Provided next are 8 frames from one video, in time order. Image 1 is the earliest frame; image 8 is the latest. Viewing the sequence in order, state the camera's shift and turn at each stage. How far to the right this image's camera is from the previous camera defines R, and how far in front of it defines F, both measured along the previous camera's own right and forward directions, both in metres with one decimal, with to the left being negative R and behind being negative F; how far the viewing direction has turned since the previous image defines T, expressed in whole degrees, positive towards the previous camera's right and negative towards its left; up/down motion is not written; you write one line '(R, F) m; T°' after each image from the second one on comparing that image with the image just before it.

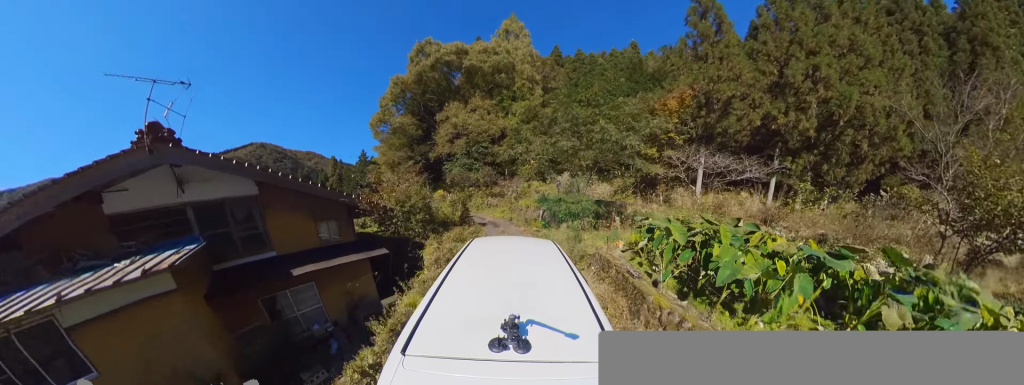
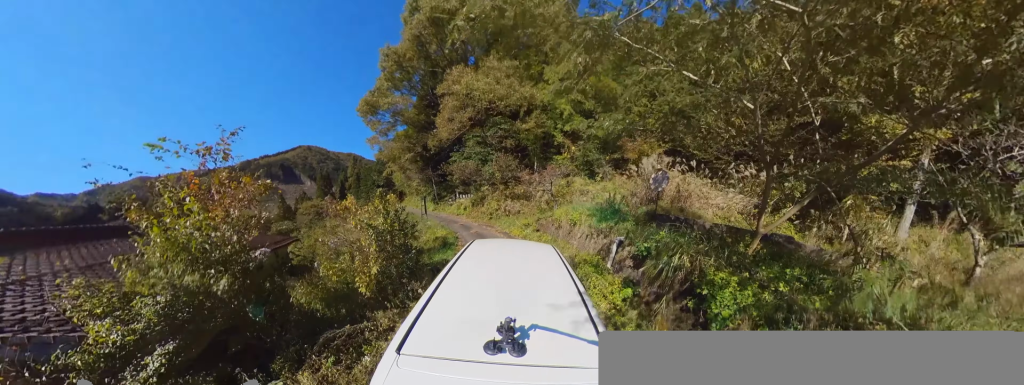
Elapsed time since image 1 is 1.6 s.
(-1.6, +3.9) m; -19°
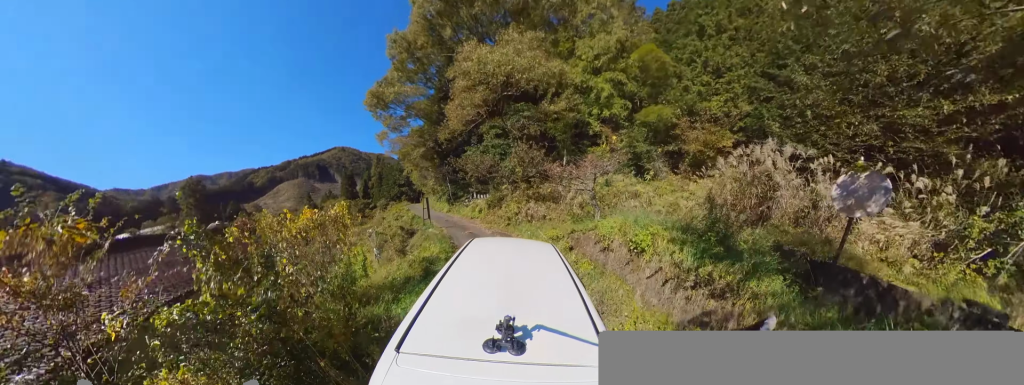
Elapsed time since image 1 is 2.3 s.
(+0.6, +2.6) m; +12°
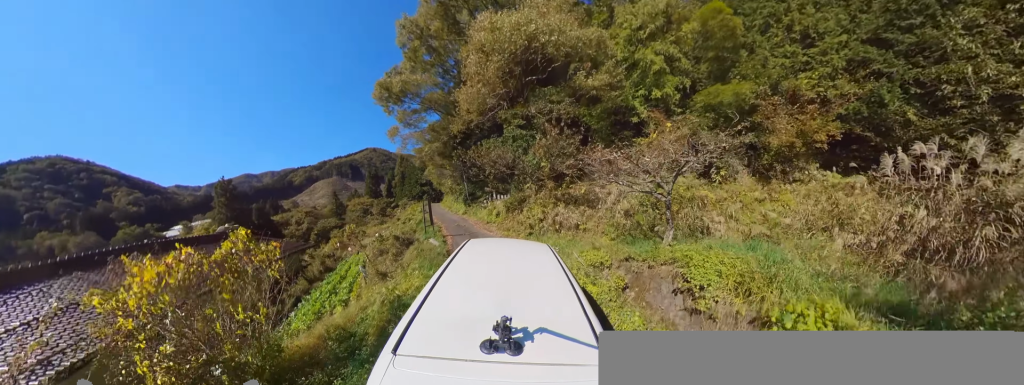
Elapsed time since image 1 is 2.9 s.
(+0.1, +2.7) m; +1°
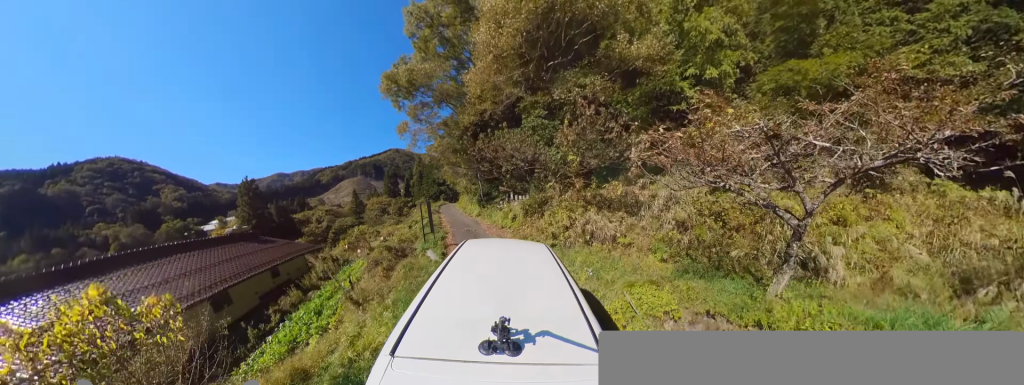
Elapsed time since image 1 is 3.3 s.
(0.0, +2.0) m; 0°
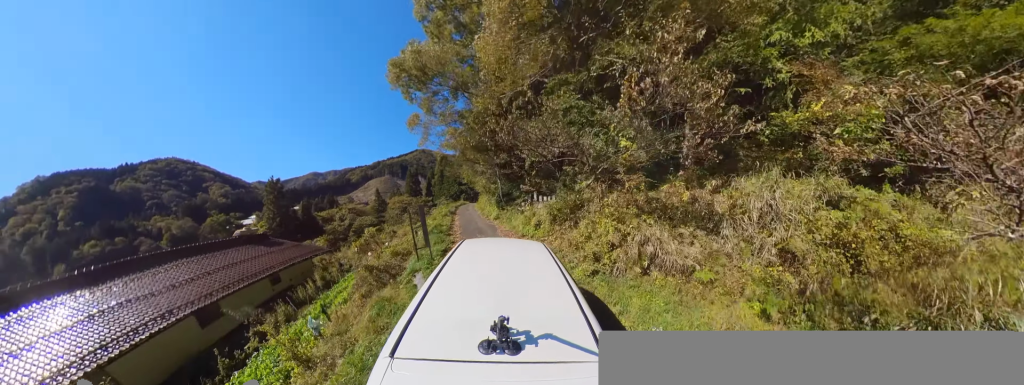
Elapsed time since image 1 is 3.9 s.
(0.0, +3.0) m; 0°
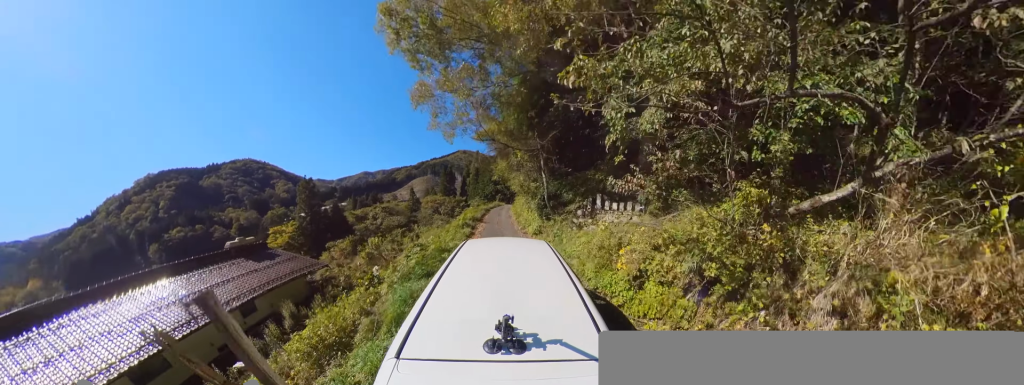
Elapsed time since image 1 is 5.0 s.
(0.0, +6.9) m; 0°
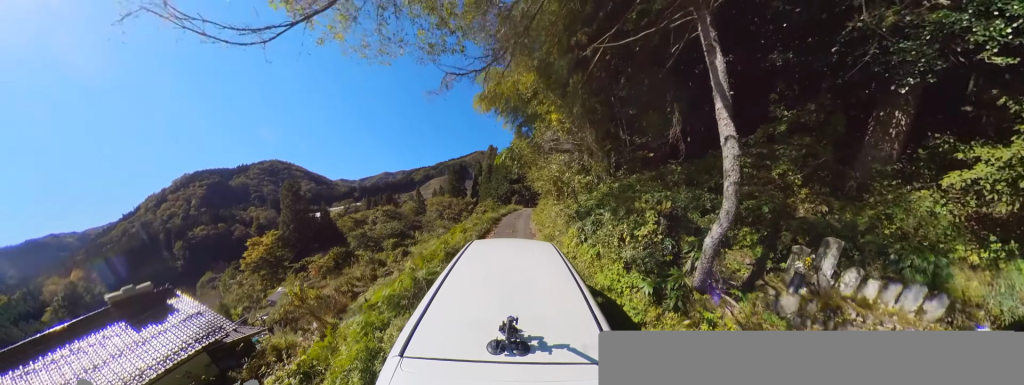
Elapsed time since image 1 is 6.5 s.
(-0.2, +10.0) m; -4°
